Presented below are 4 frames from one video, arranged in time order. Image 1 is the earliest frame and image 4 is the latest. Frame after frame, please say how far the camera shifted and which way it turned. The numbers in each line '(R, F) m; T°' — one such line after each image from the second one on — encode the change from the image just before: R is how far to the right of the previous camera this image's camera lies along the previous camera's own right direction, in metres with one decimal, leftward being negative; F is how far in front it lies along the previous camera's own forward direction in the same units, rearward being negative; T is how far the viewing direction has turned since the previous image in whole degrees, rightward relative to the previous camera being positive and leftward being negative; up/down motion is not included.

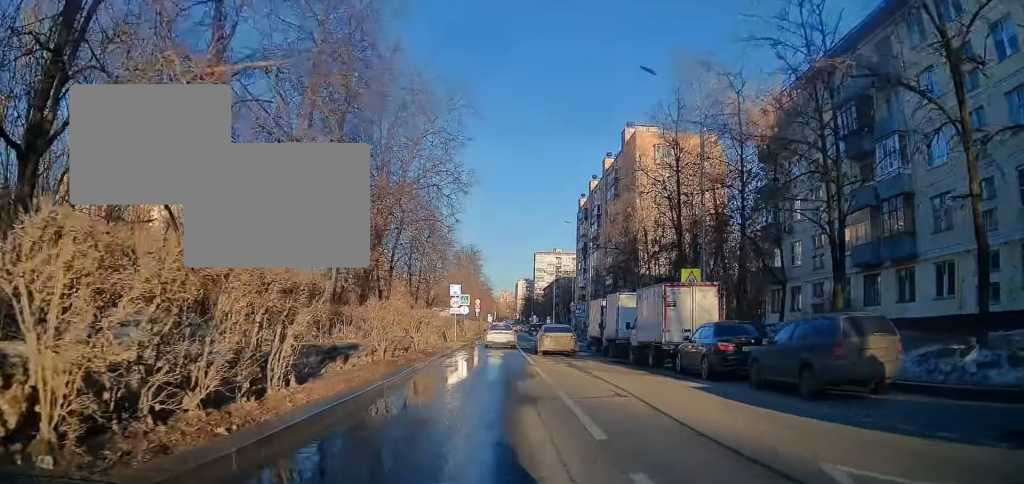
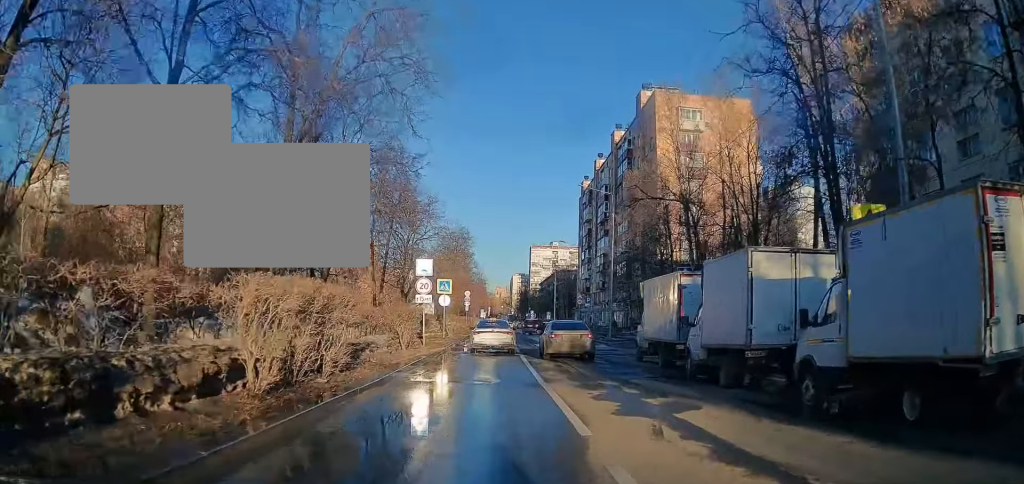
(0.0, +16.3) m; 0°
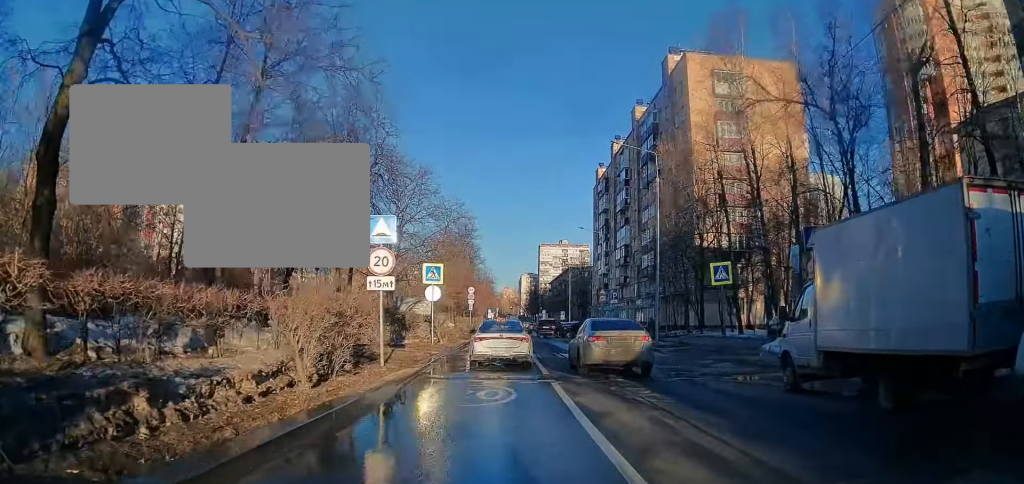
(0.0, +12.5) m; 0°
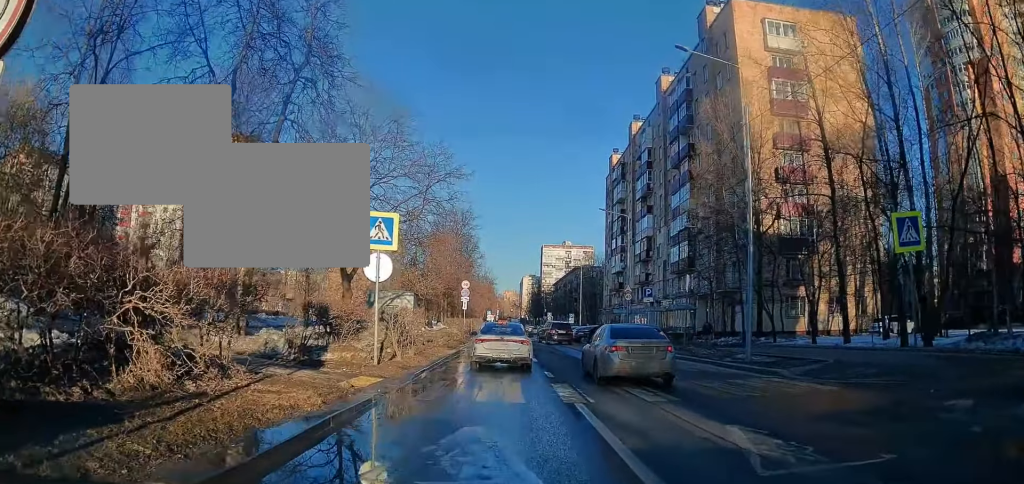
(+0.4, +17.4) m; +2°
